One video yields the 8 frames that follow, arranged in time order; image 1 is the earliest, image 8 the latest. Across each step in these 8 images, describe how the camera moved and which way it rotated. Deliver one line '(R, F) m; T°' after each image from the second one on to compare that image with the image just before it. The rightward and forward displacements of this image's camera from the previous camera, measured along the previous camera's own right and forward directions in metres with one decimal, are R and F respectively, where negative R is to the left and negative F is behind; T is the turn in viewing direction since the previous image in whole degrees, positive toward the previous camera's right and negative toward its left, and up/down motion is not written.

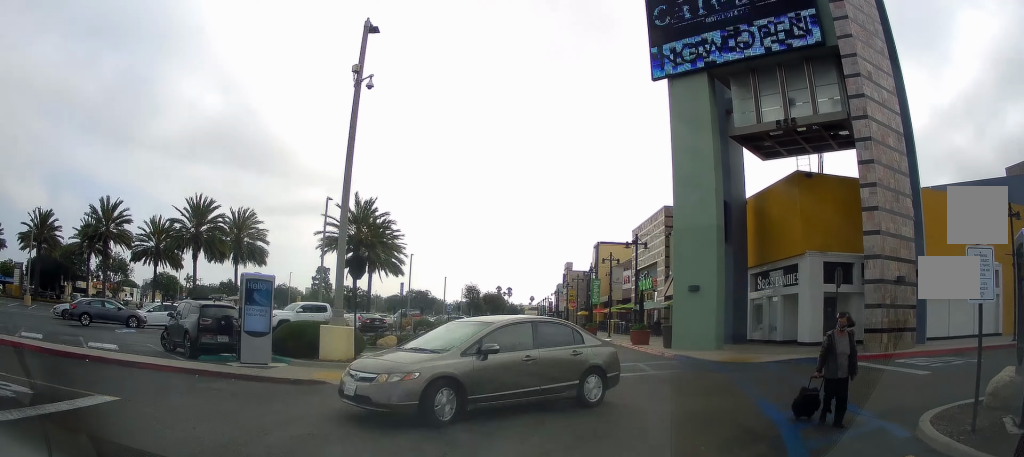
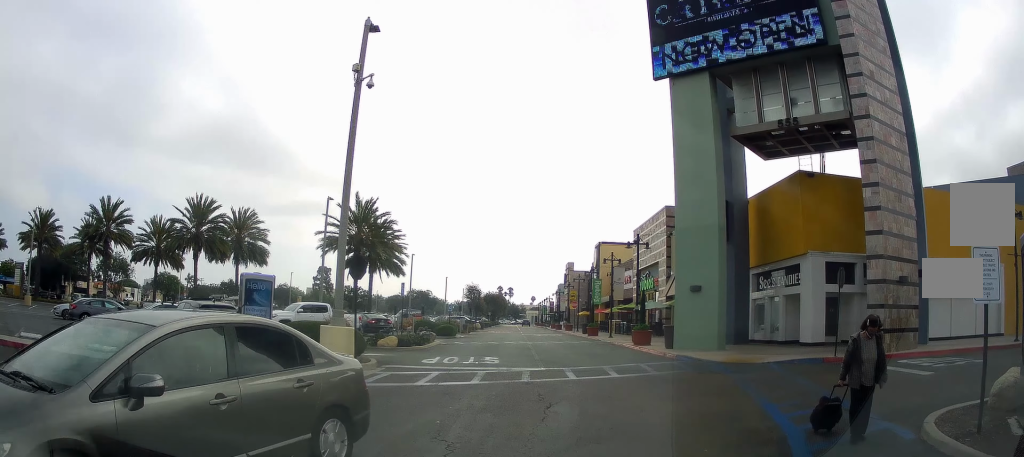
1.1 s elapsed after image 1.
(-0.2, +1.6) m; -3°
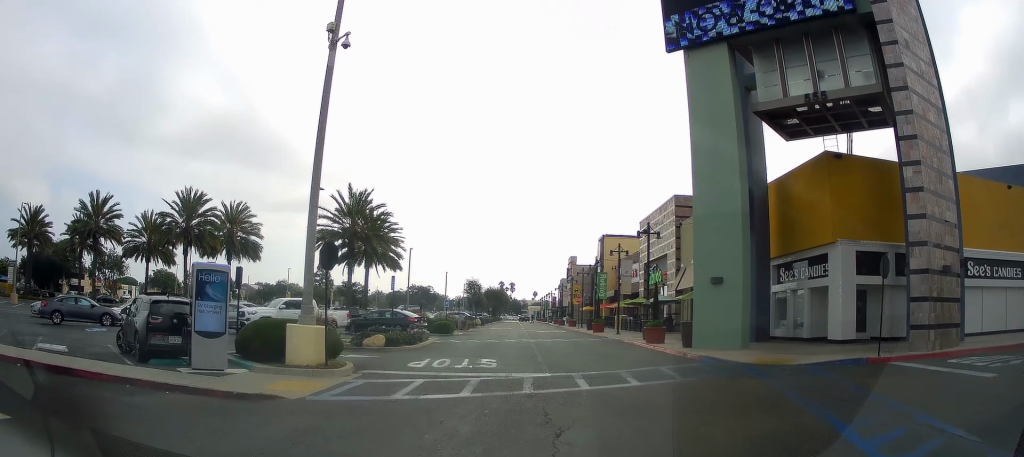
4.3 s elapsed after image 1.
(+0.3, +3.5) m; +10°
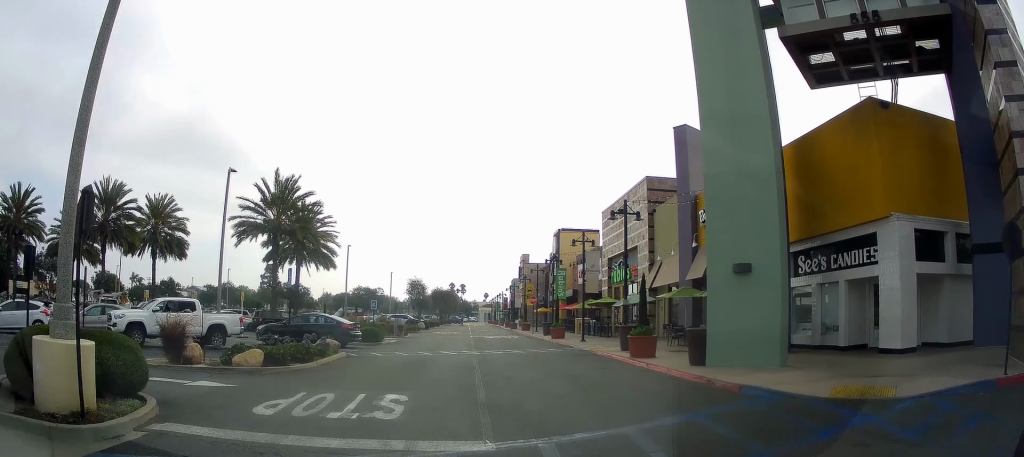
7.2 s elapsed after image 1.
(+0.5, +5.7) m; +3°
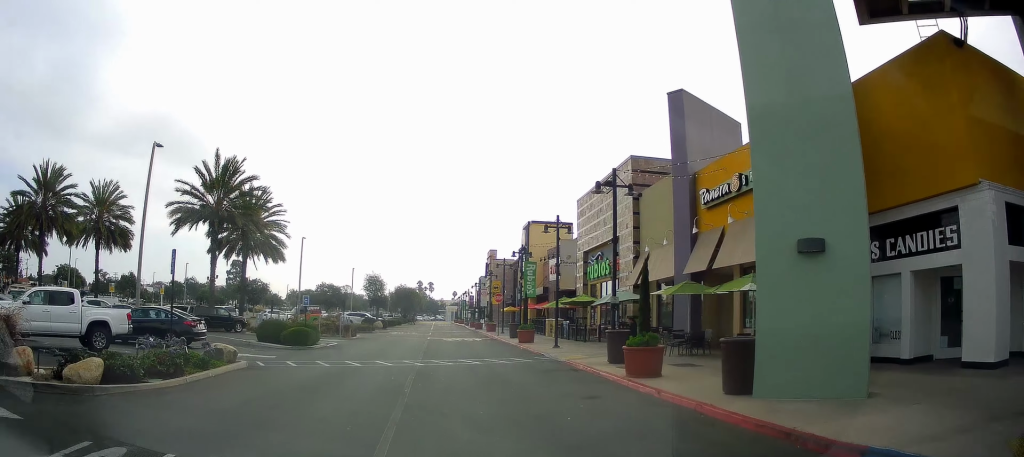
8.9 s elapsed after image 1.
(-0.3, +4.5) m; -2°
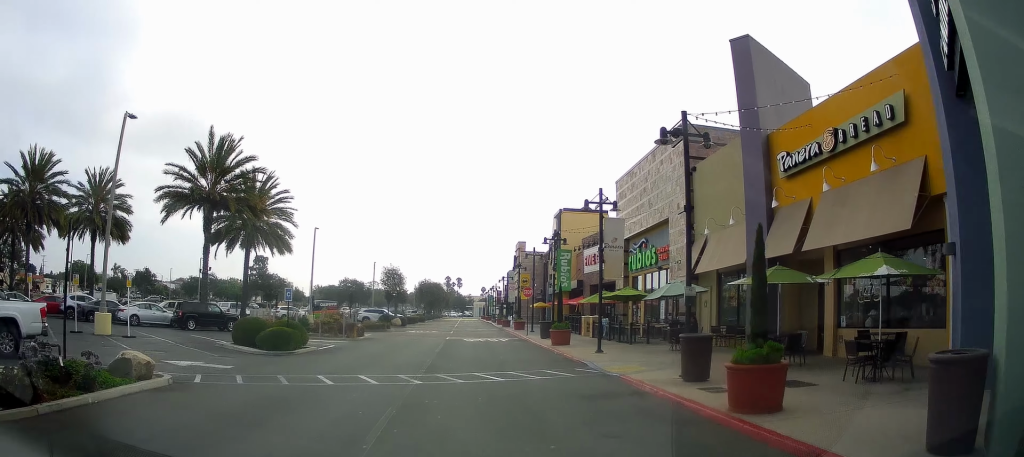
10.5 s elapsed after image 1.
(0.0, +4.4) m; -5°
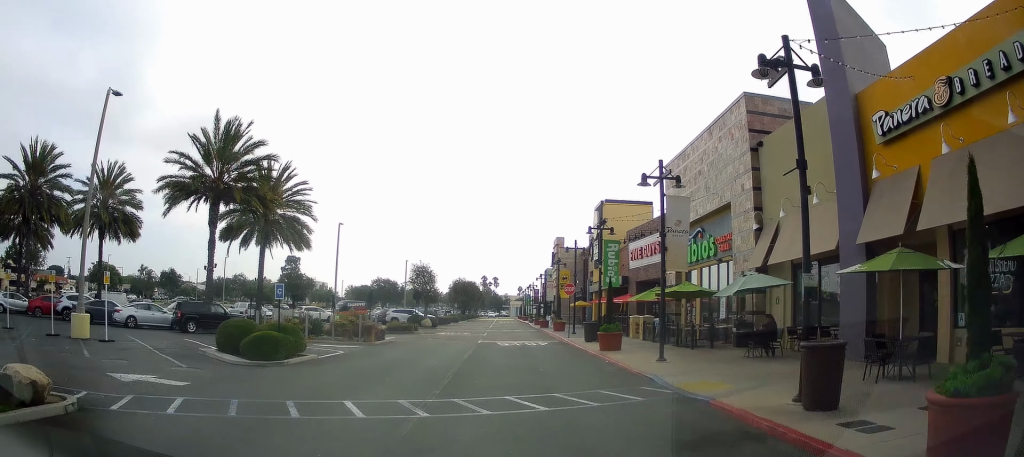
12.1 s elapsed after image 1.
(-0.3, +4.1) m; -6°
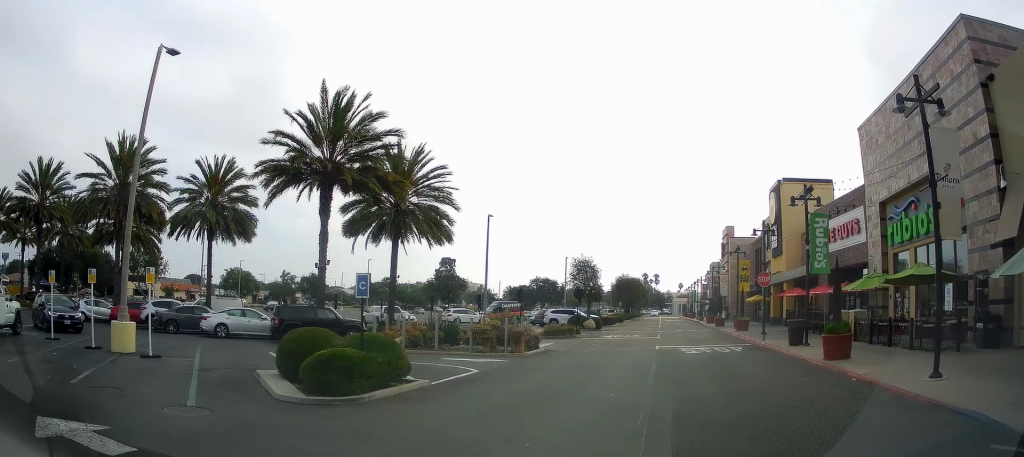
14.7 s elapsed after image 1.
(-0.5, +6.5) m; -22°
